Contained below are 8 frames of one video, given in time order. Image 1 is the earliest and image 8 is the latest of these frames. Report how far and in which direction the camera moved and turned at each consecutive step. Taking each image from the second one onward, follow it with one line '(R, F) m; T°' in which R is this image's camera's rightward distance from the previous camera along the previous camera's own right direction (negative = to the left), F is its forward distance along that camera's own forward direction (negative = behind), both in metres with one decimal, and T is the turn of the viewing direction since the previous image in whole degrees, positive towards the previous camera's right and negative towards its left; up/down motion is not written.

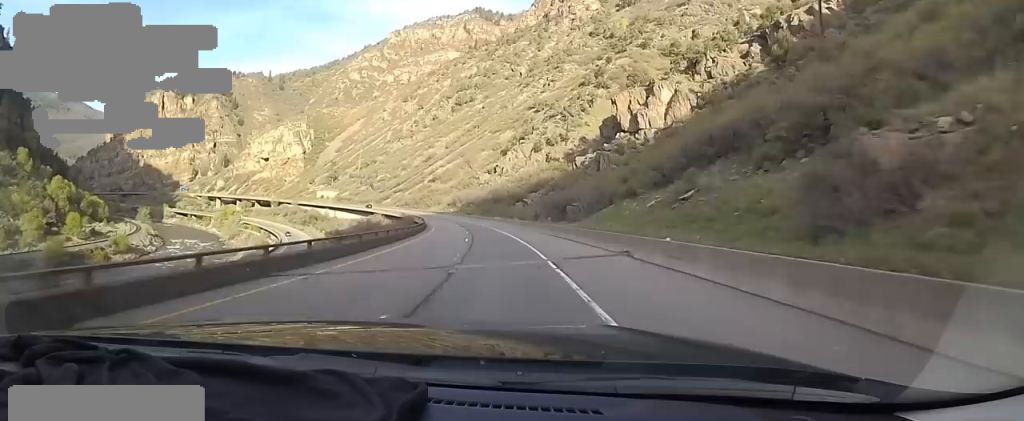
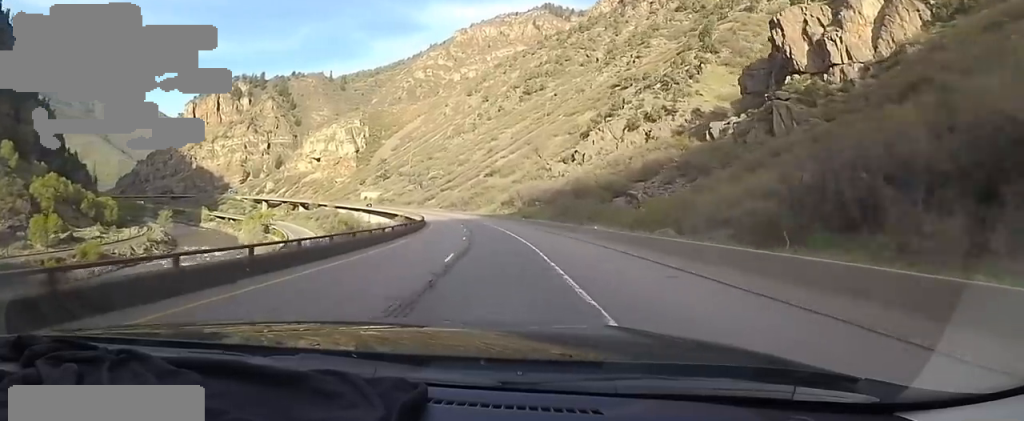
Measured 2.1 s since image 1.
(-1.8, +51.8) m; -5°
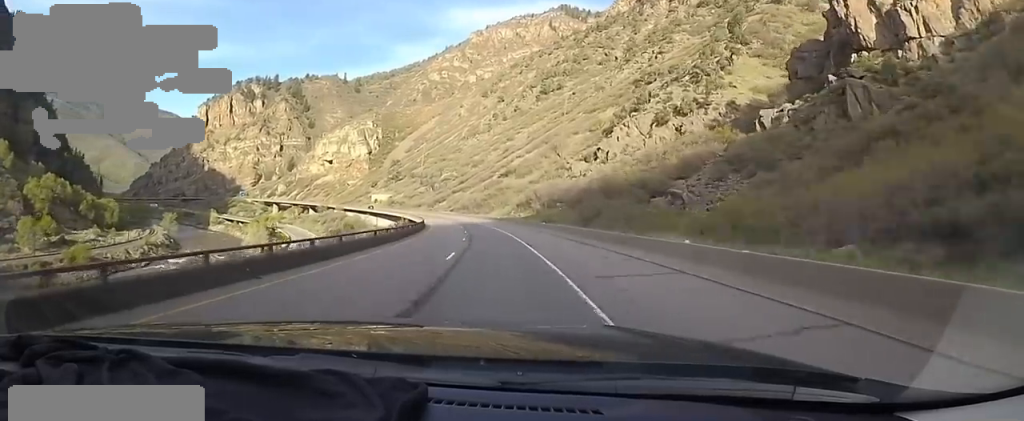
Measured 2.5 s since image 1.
(-0.3, +11.5) m; -3°
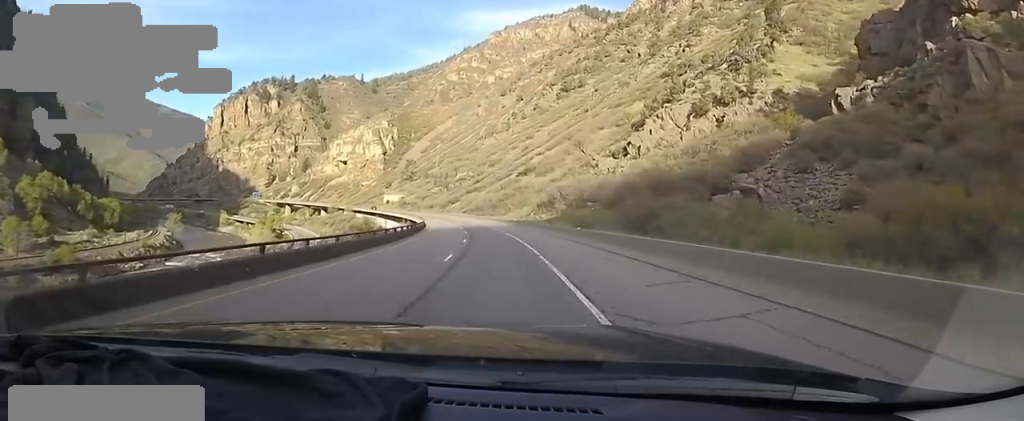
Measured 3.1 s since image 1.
(-1.2, +13.2) m; -4°
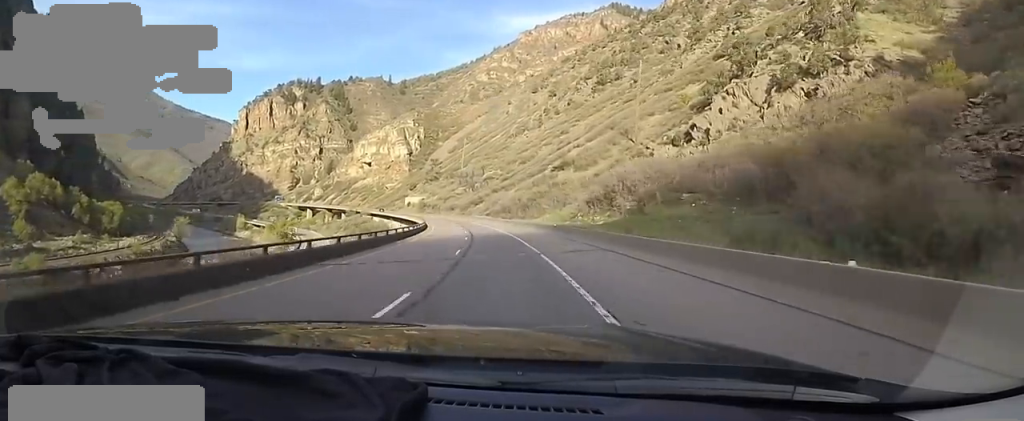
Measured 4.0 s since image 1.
(-0.6, +22.4) m; -4°
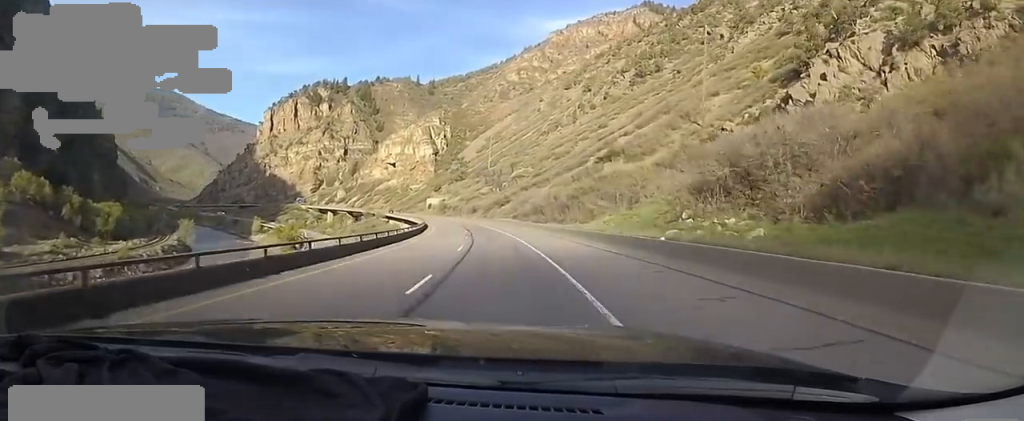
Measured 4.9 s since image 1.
(-0.9, +22.3) m; -5°
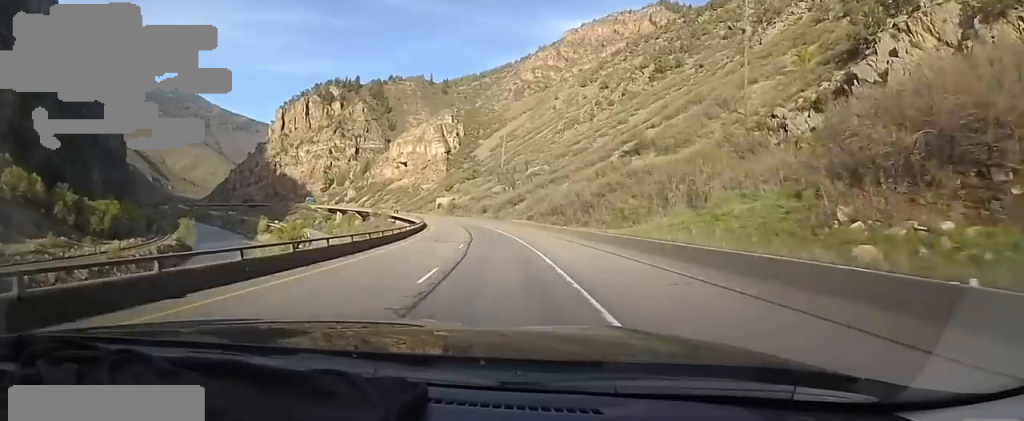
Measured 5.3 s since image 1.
(0.0, +10.8) m; -3°
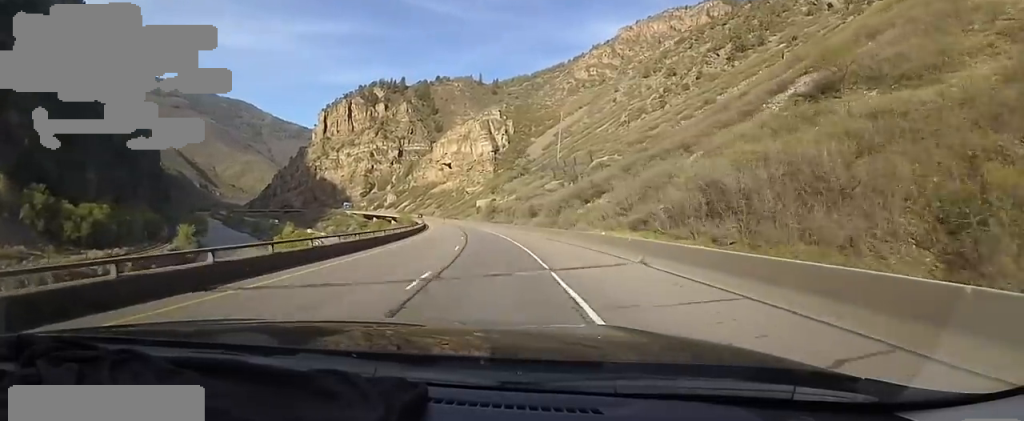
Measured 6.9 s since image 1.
(-2.1, +39.1) m; -5°
